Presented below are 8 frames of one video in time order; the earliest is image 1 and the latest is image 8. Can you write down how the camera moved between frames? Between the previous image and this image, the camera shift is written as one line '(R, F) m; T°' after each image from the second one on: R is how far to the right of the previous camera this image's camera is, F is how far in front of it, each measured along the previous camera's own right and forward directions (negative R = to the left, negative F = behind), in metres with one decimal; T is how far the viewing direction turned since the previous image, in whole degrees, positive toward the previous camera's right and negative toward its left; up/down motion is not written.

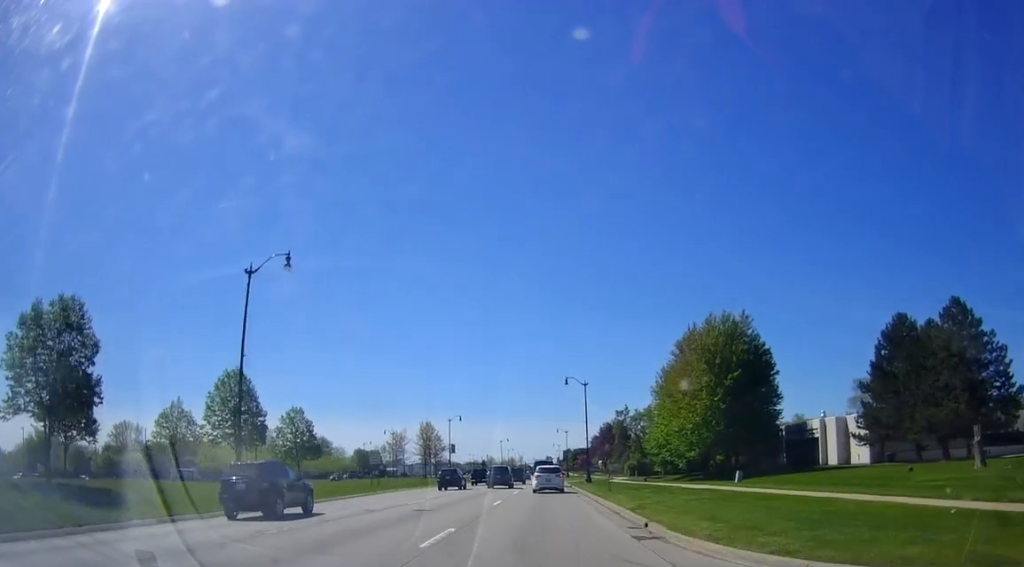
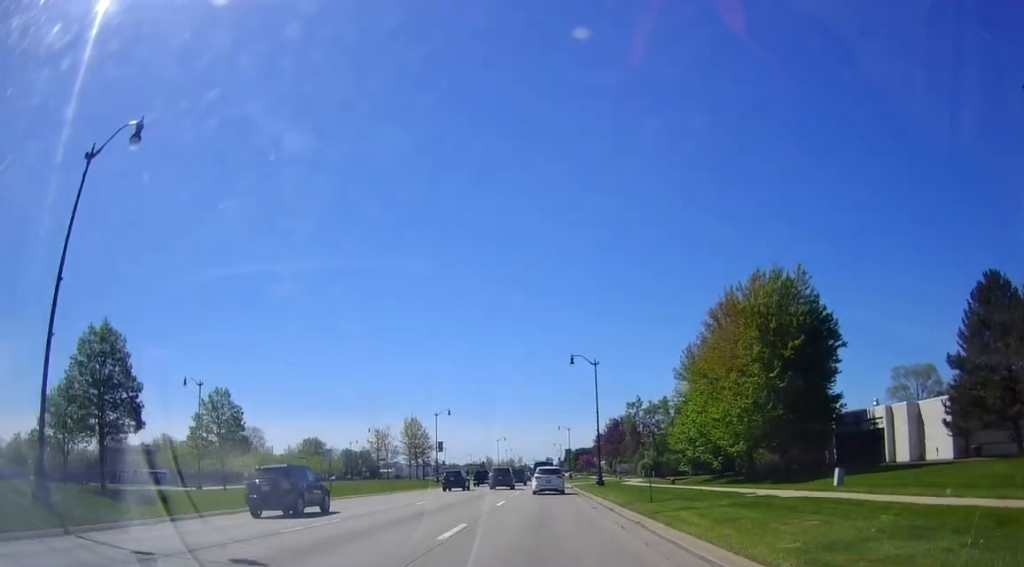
(0.0, +13.6) m; 0°
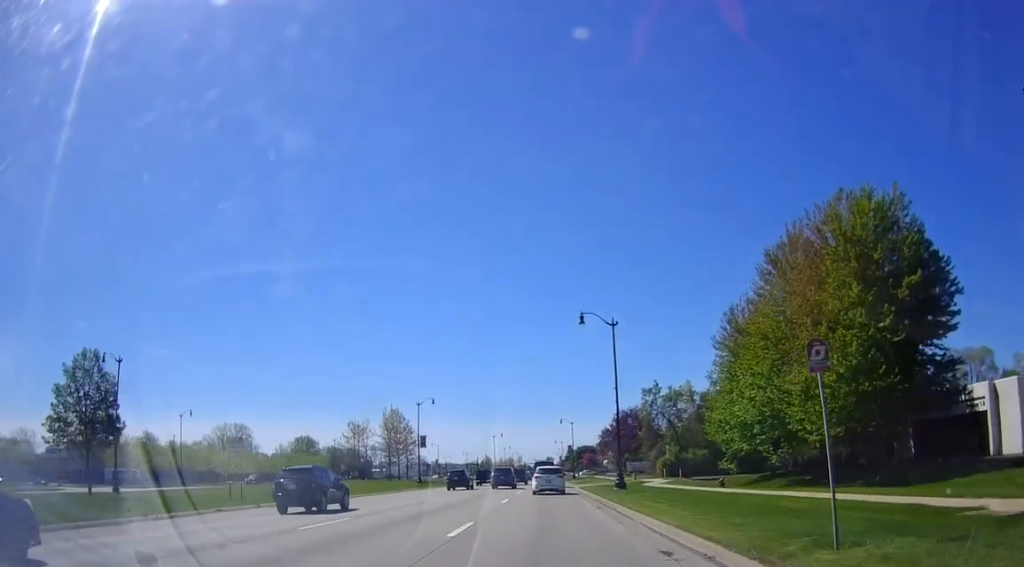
(+0.4, +14.2) m; 0°
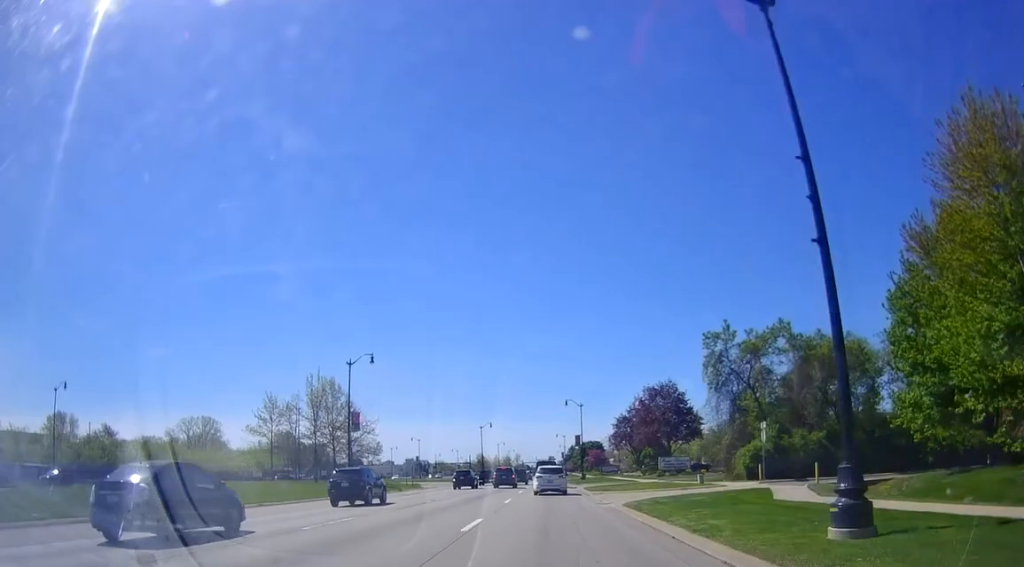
(-0.1, +29.8) m; +1°
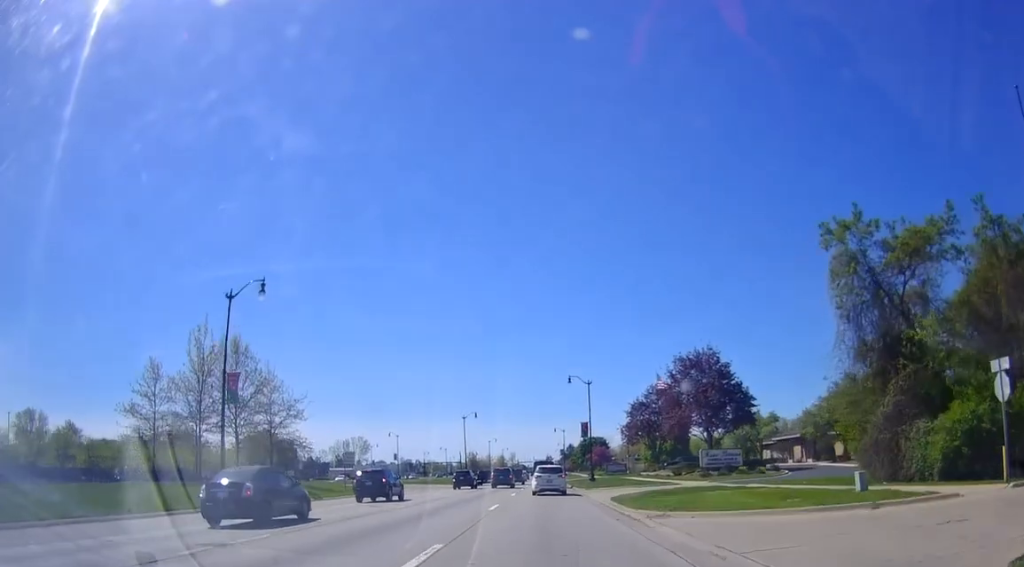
(-0.2, +21.5) m; 0°
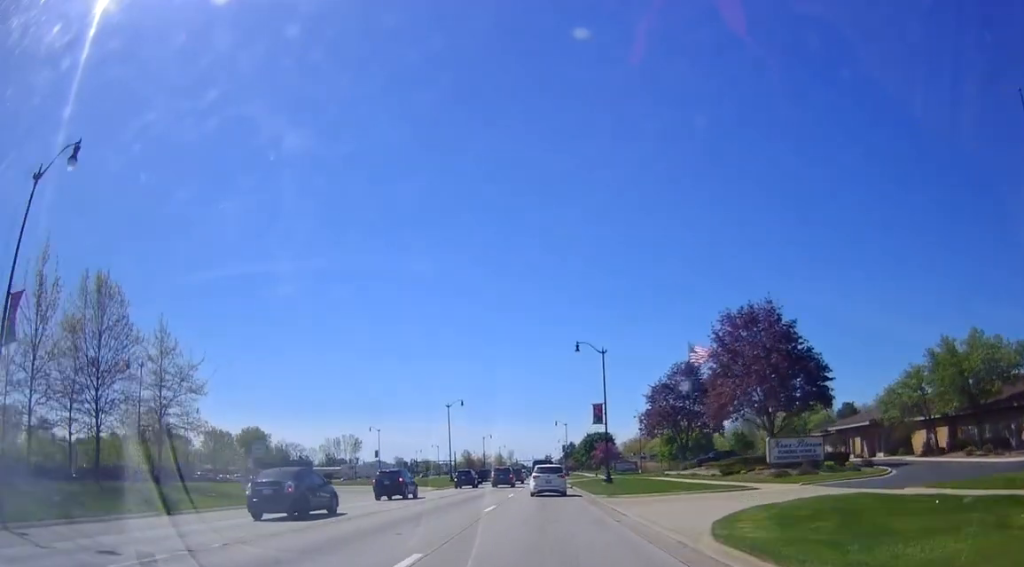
(+0.3, +16.7) m; +1°
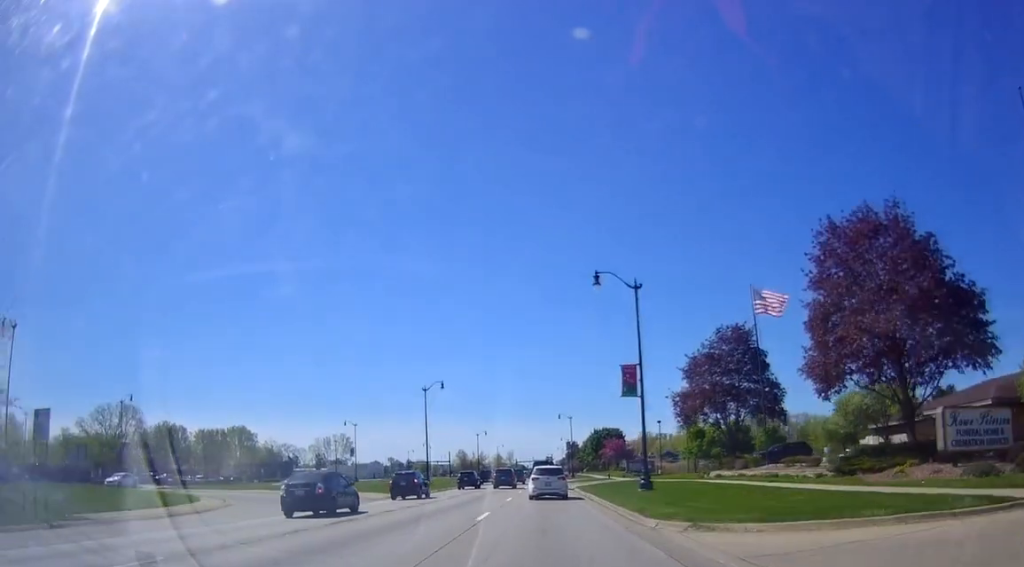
(0.0, +17.7) m; -2°
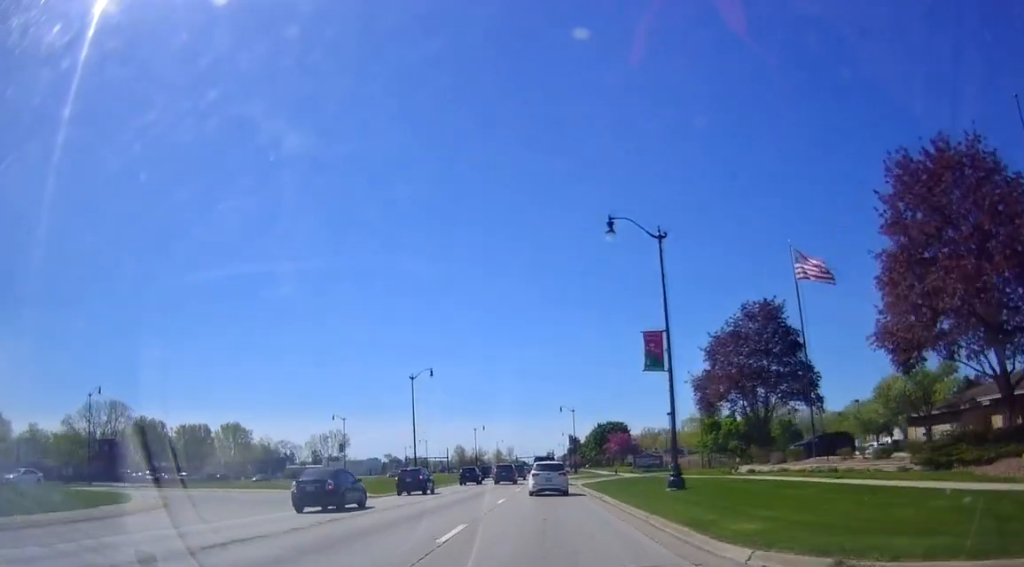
(-0.2, +6.9) m; 0°
